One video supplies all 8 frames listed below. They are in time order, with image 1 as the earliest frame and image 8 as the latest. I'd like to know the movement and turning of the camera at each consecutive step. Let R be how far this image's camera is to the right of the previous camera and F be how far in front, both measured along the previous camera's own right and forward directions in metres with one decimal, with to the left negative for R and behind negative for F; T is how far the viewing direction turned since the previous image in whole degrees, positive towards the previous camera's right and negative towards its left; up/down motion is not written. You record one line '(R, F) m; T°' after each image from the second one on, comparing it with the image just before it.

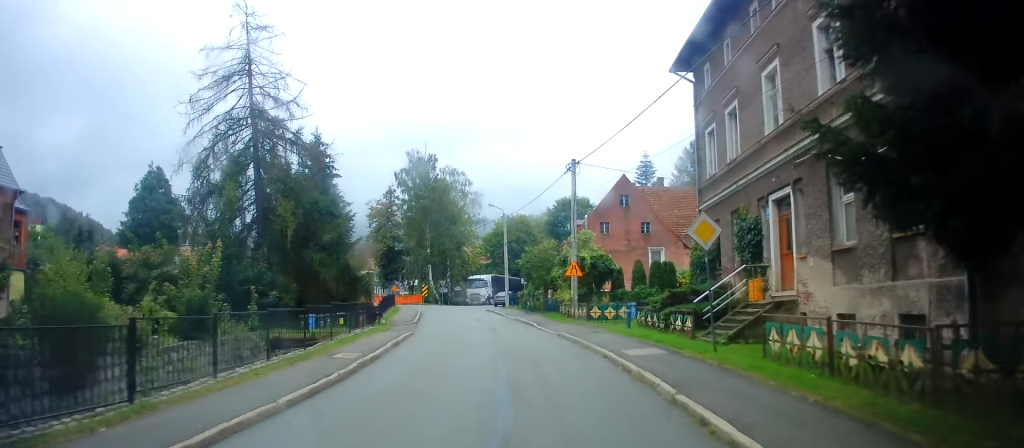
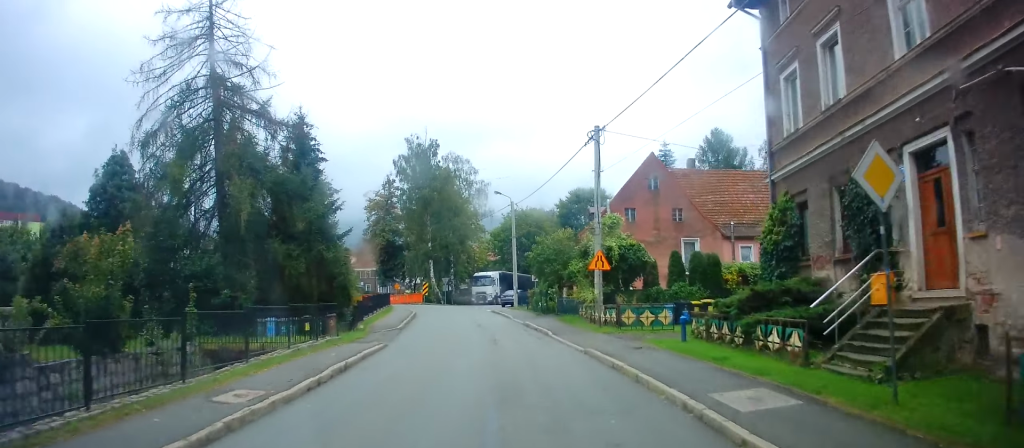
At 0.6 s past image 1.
(0.0, +5.8) m; -2°
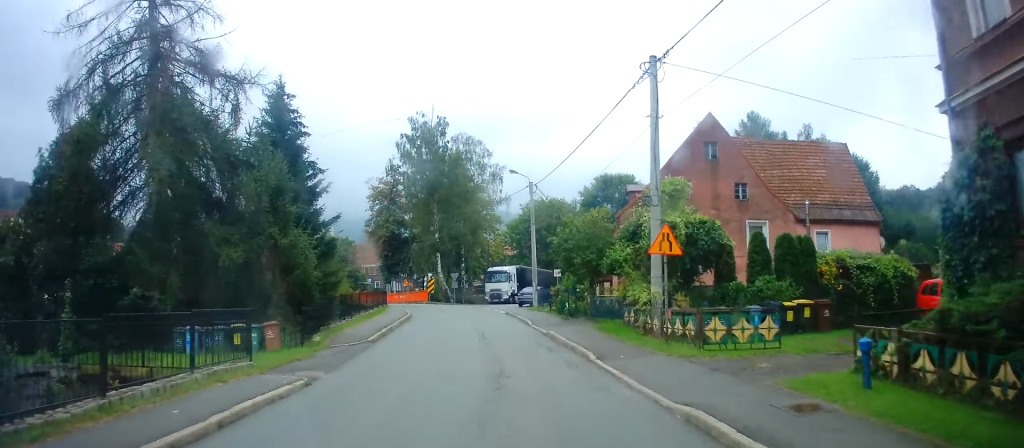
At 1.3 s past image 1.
(-0.3, +7.4) m; -1°
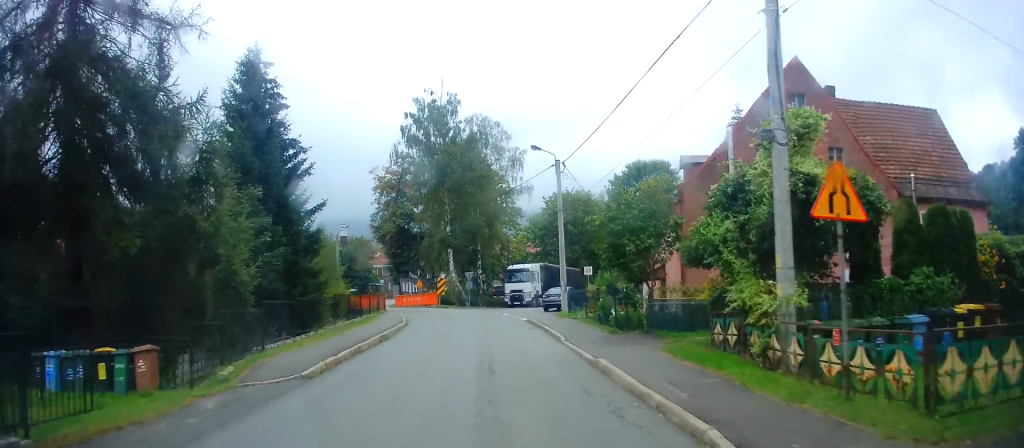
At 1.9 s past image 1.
(0.0, +7.1) m; -1°
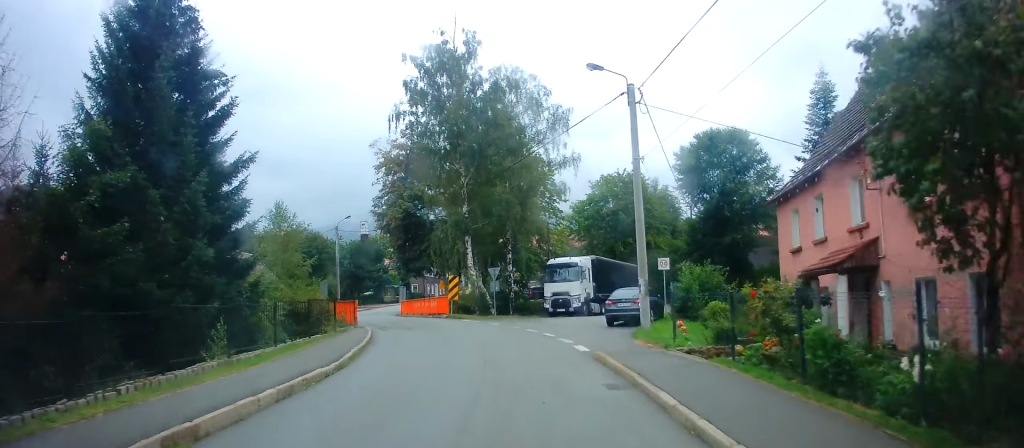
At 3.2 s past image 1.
(-0.3, +13.3) m; -5°
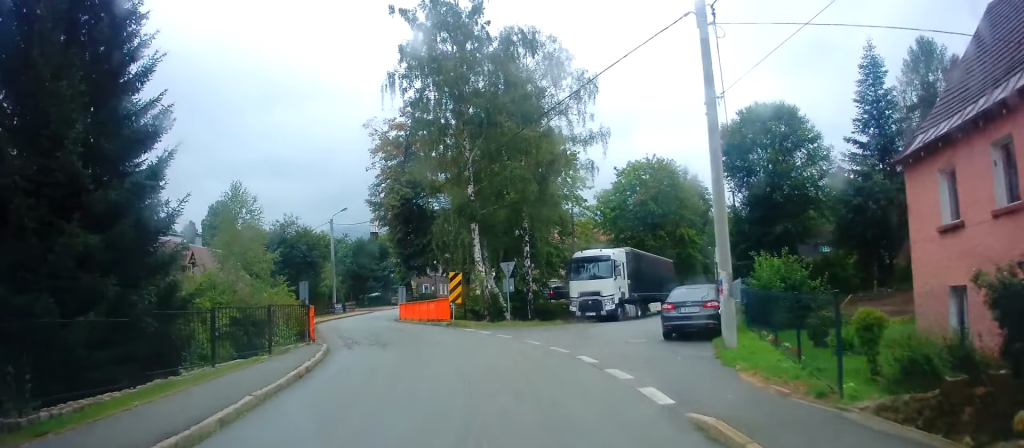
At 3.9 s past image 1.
(-0.2, +6.7) m; -4°
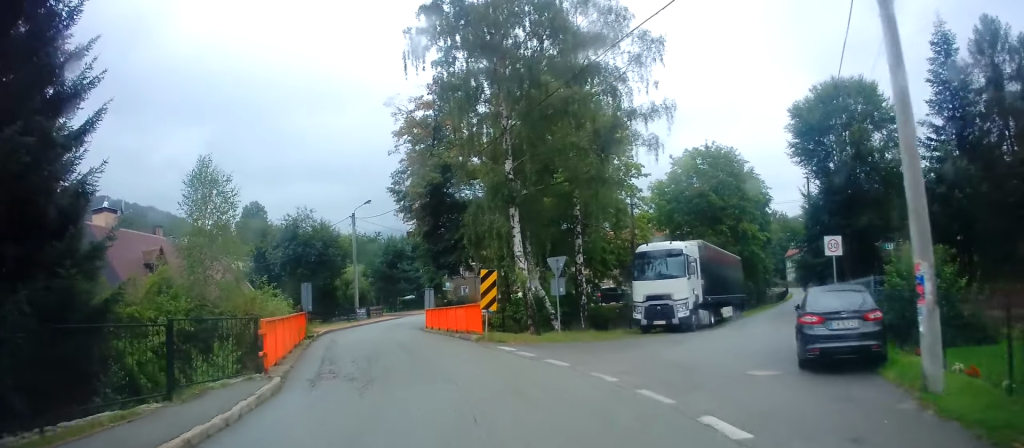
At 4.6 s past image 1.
(-0.1, +5.9) m; -4°
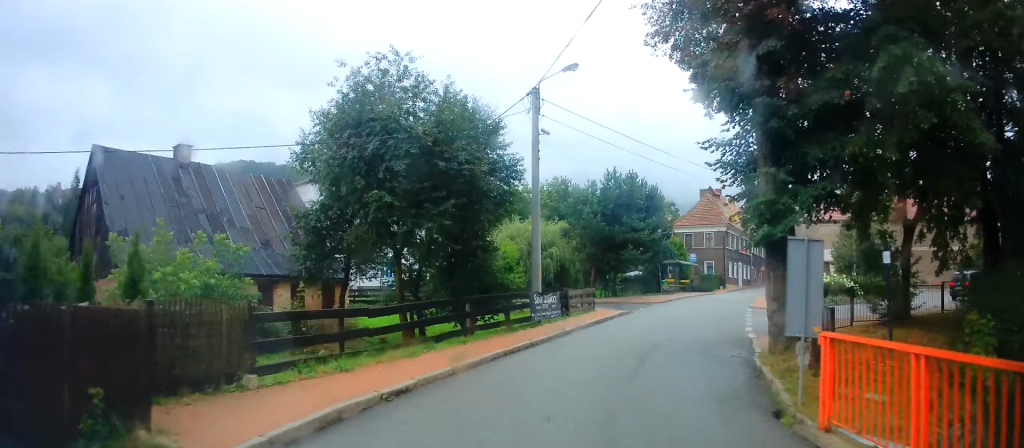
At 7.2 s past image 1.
(-4.8, +23.7) m; -16°
